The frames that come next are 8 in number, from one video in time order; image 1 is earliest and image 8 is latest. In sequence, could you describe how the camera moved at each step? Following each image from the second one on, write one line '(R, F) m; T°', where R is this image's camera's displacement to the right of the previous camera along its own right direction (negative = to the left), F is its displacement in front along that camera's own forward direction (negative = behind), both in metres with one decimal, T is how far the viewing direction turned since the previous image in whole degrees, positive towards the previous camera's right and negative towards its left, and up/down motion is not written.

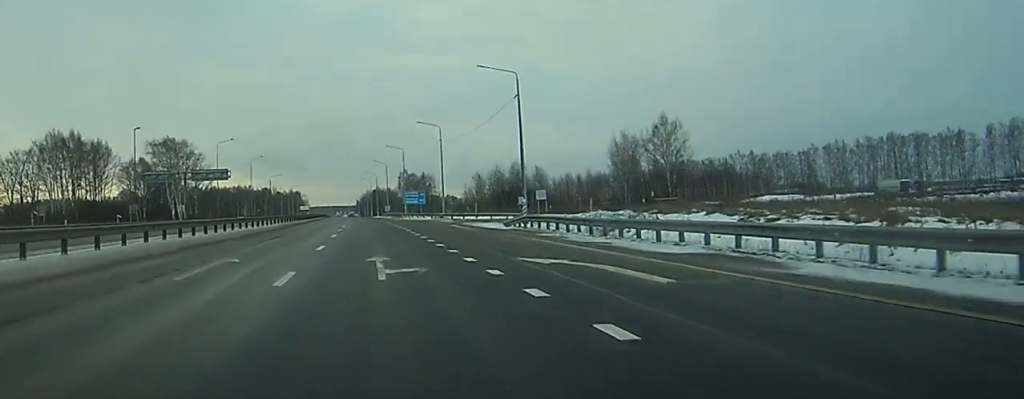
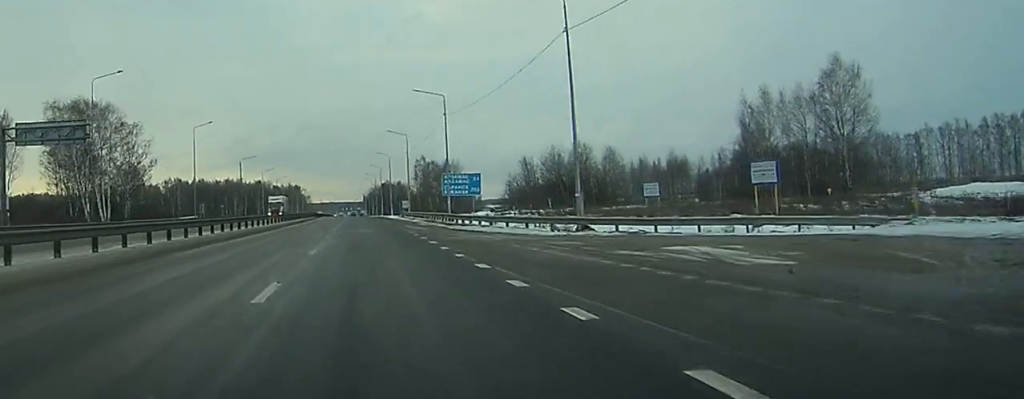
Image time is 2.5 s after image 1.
(-0.3, +62.4) m; -1°
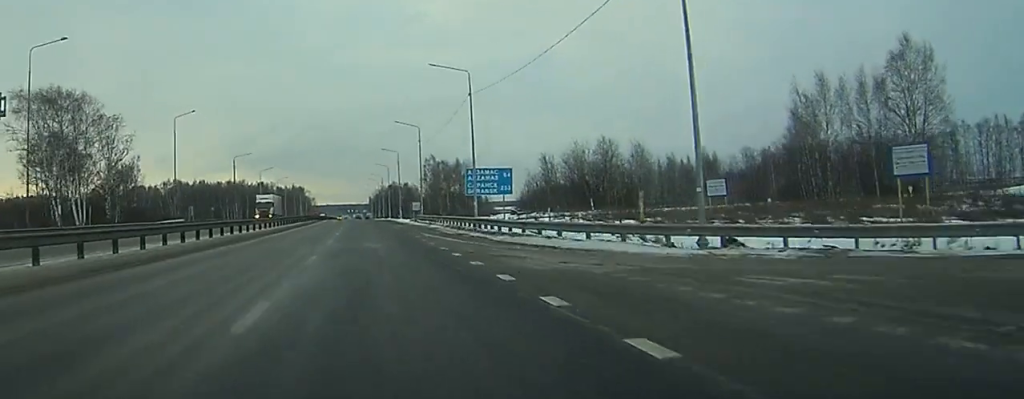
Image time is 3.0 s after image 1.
(-0.1, +14.2) m; 0°
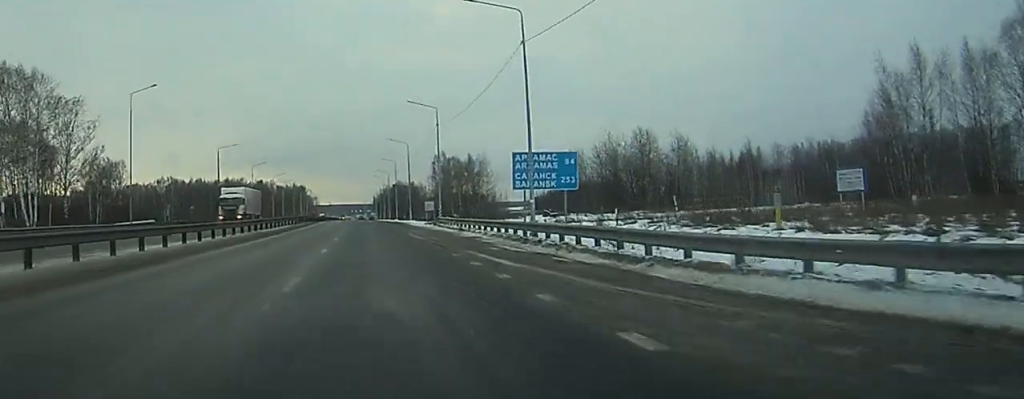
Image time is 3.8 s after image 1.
(0.0, +19.2) m; 0°
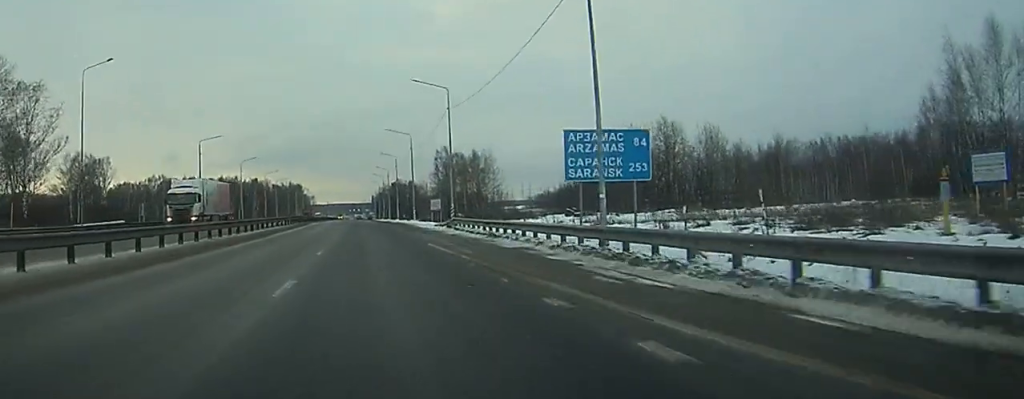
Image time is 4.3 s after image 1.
(-0.1, +12.5) m; +1°
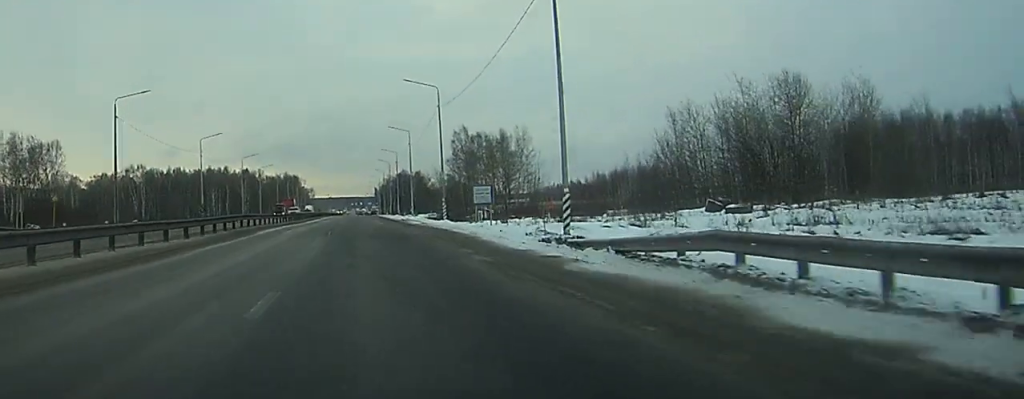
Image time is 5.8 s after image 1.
(+0.1, +38.4) m; -2°
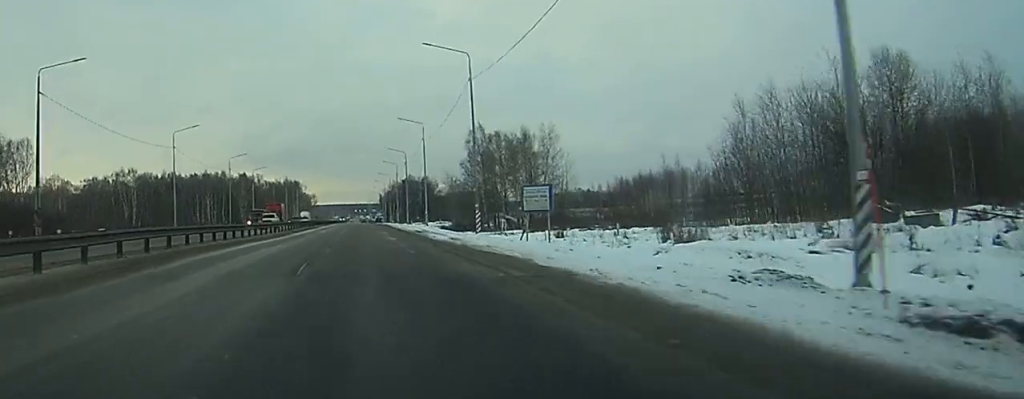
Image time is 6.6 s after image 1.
(-0.7, +18.3) m; -1°
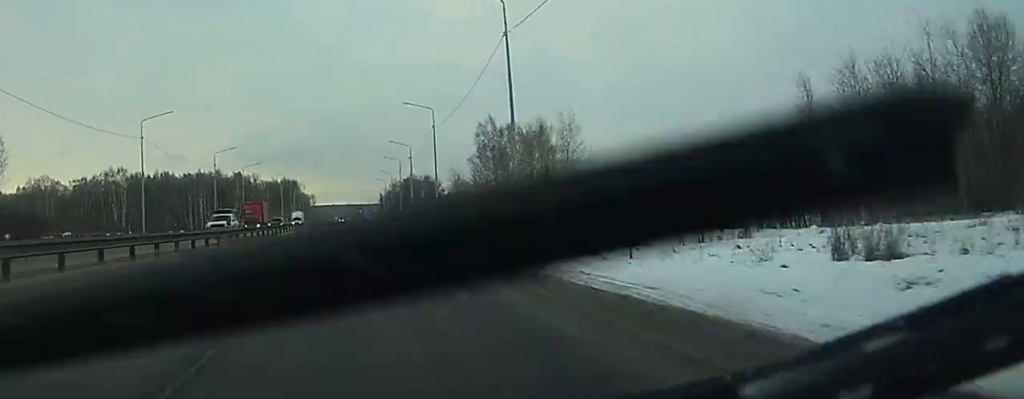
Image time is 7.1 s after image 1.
(+0.2, +14.1) m; +1°
